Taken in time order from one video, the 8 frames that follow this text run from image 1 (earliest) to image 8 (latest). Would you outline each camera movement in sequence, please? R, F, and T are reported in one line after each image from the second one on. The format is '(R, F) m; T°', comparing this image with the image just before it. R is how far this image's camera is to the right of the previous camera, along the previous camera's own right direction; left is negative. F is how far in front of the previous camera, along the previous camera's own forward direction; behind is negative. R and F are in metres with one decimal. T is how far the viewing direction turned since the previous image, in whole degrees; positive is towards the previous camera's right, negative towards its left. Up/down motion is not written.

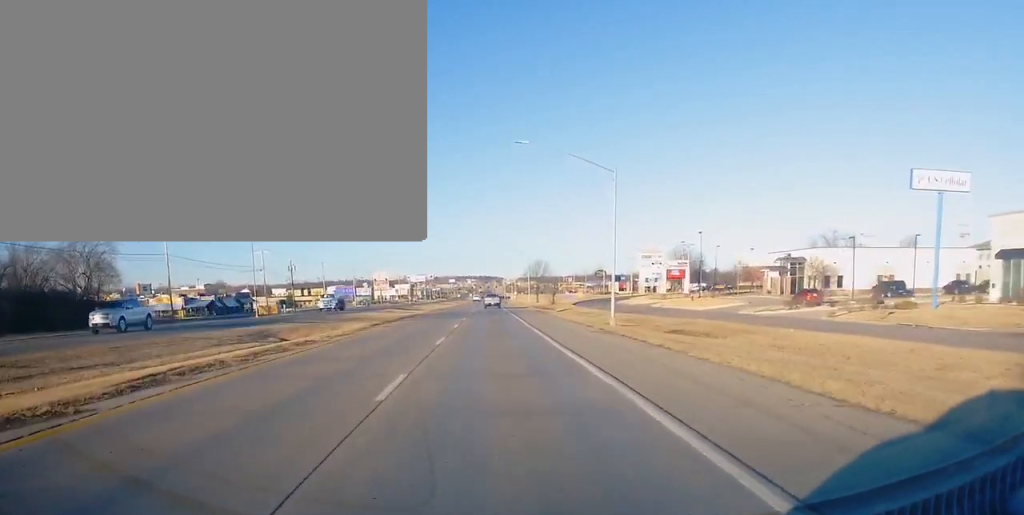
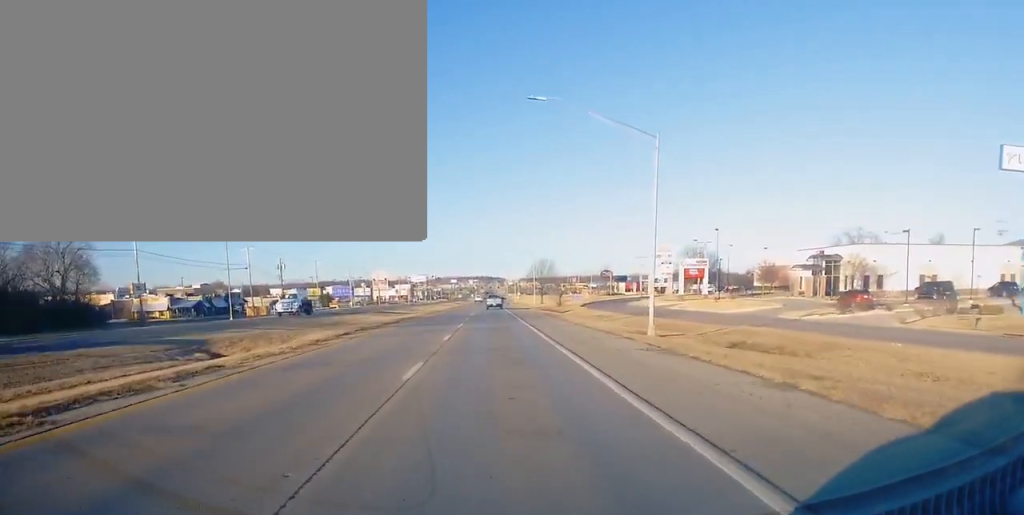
(0.0, +10.3) m; 0°
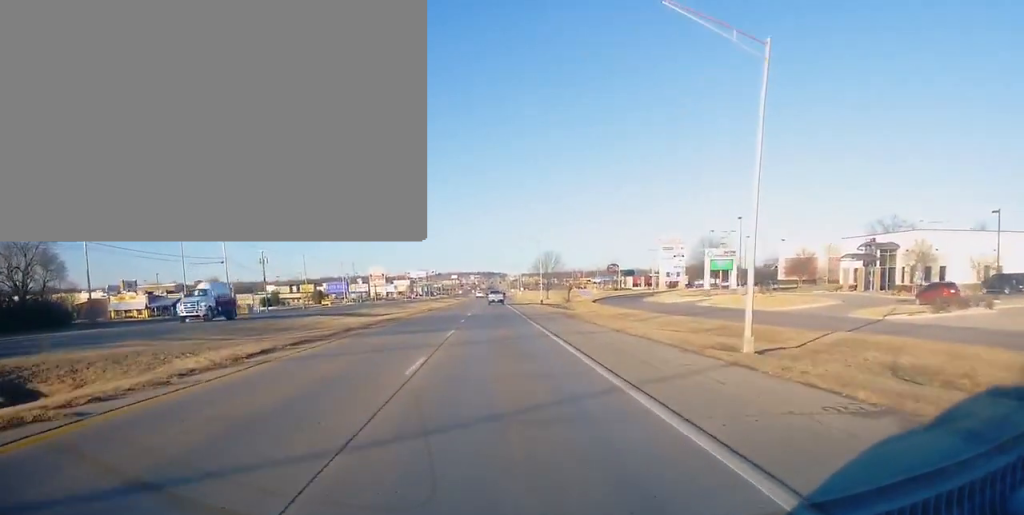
(0.0, +13.2) m; 0°
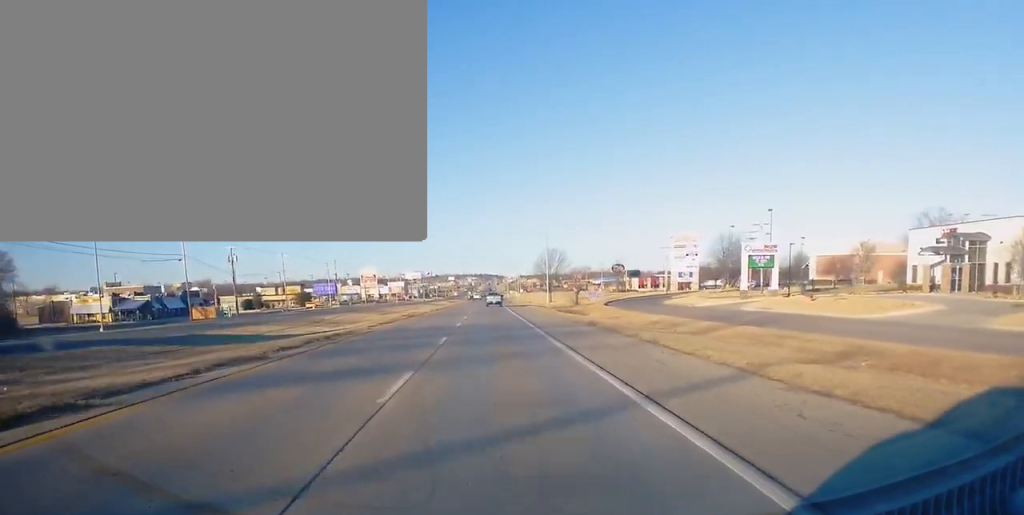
(0.0, +16.5) m; 0°
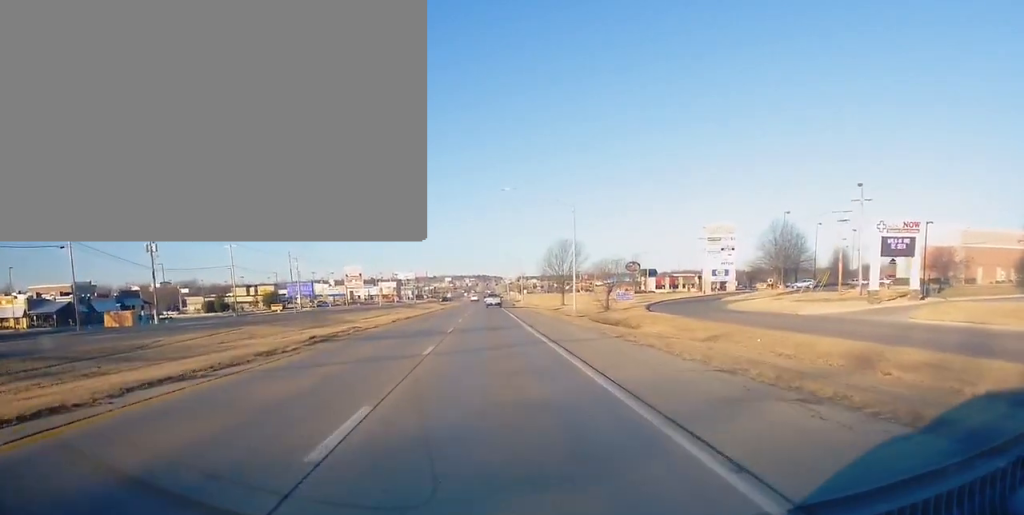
(0.0, +31.5) m; 0°
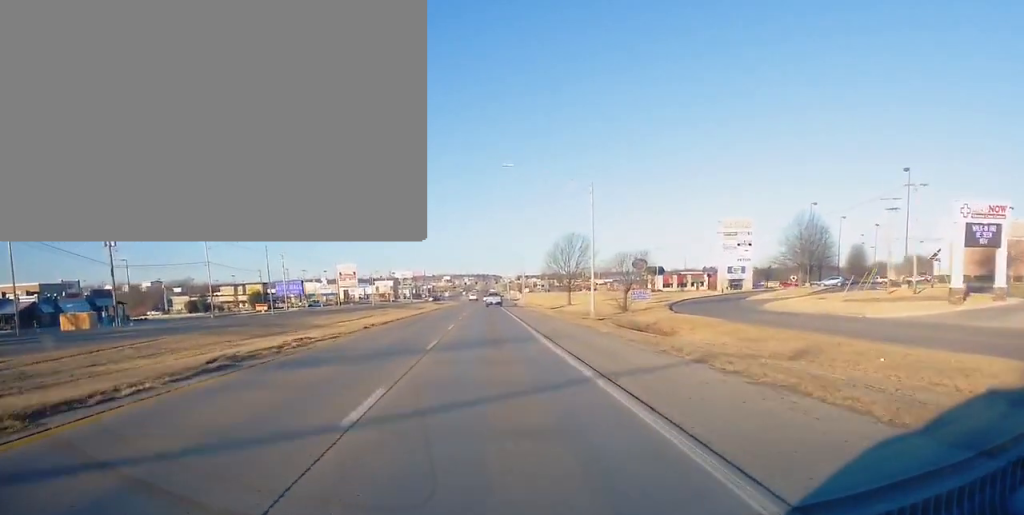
(0.0, +11.4) m; 0°
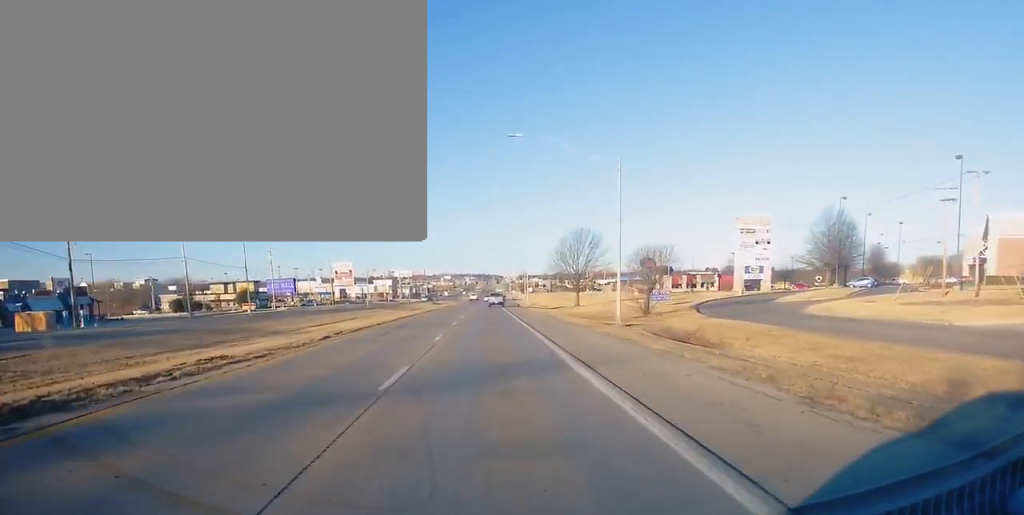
(0.0, +10.0) m; 0°
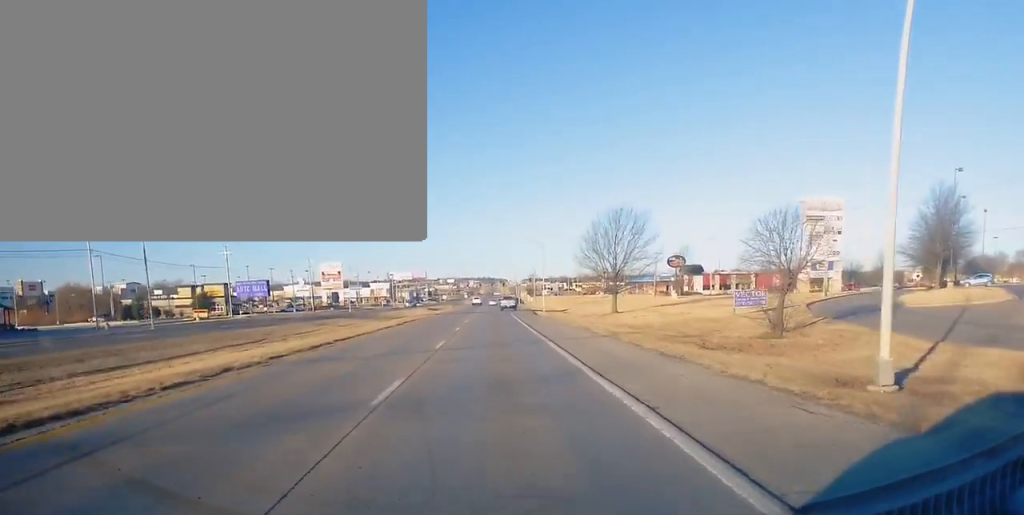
(0.0, +29.5) m; -2°
